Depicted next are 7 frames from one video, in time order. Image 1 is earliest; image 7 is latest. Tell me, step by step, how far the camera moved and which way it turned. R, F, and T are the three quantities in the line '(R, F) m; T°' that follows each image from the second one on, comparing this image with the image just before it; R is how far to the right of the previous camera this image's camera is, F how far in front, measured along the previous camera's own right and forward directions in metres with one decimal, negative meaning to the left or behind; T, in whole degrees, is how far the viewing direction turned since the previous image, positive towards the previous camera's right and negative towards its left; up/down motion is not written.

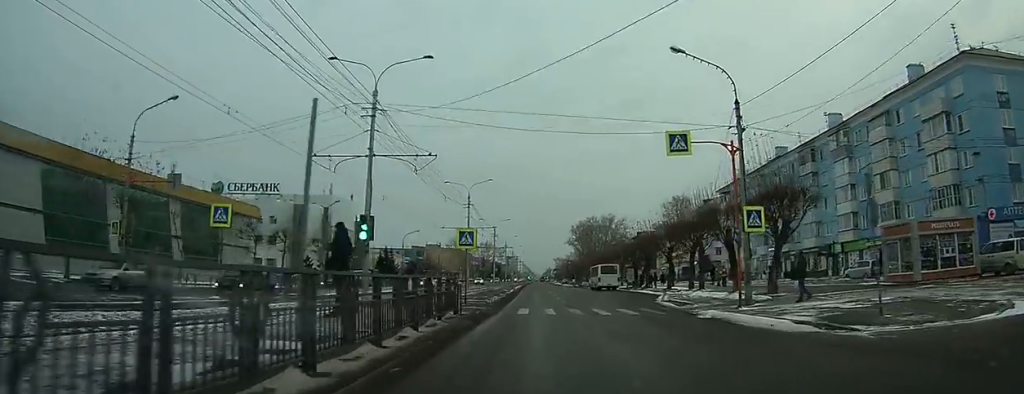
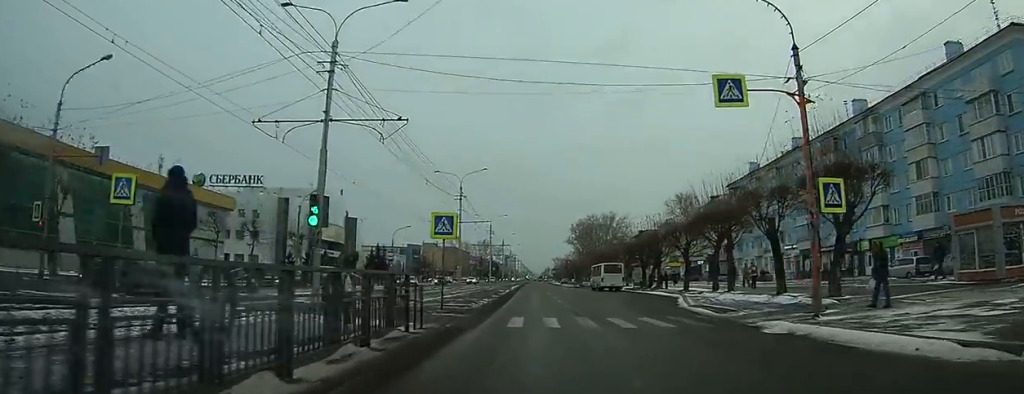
(0.0, +6.2) m; 0°
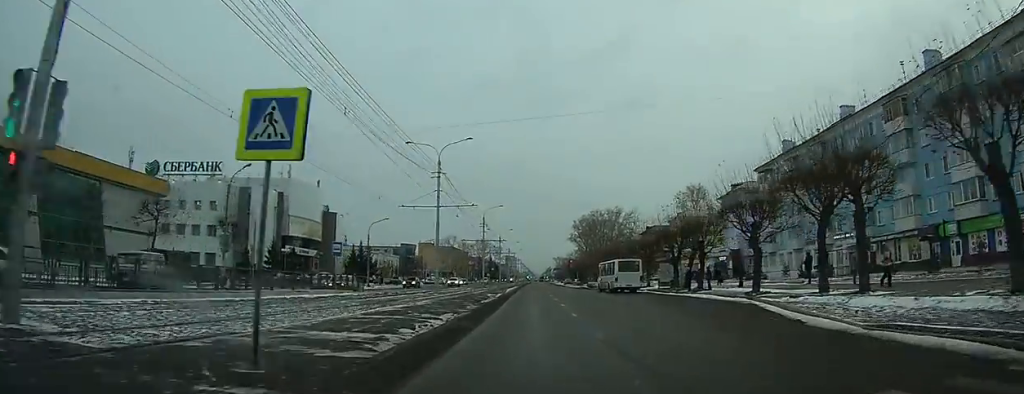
(-0.1, +13.9) m; 0°
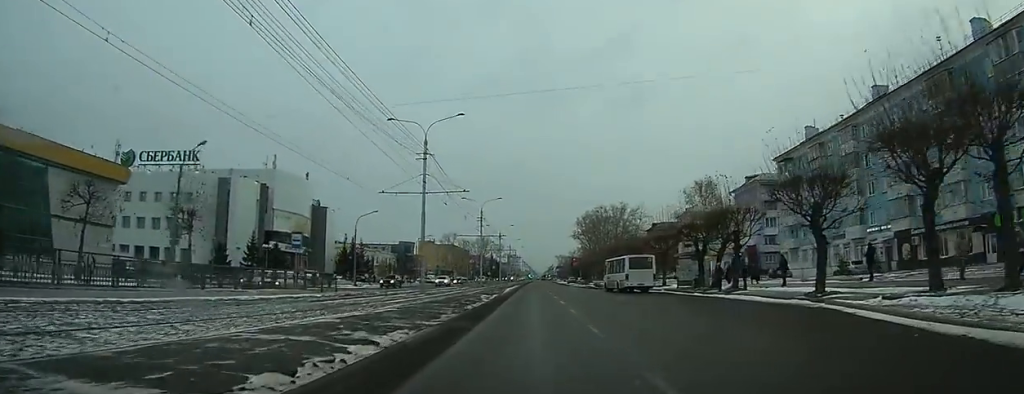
(0.0, +6.8) m; 0°
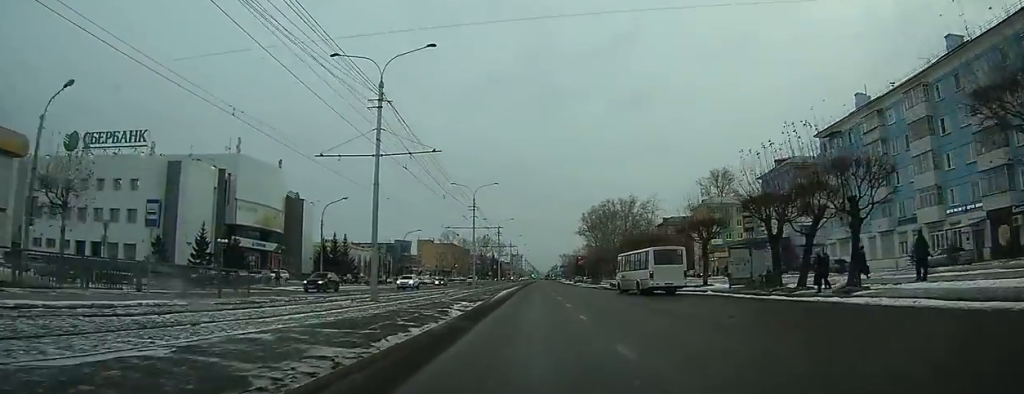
(-0.1, +12.7) m; 0°
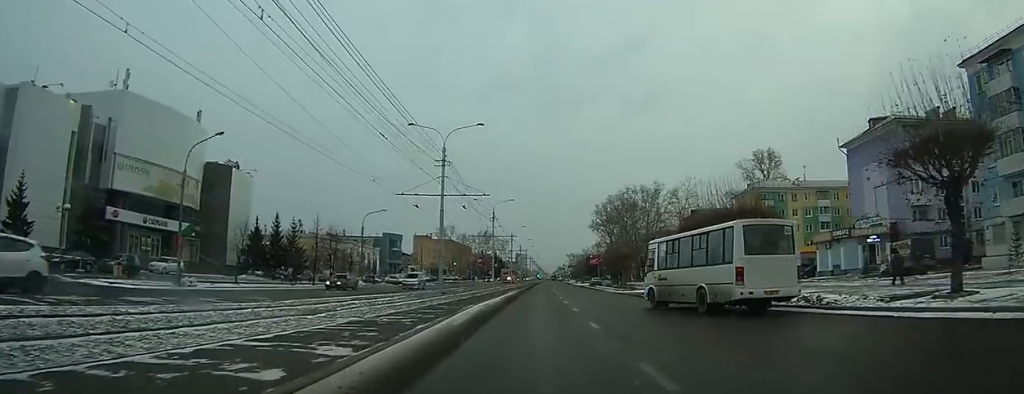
(+0.1, +26.6) m; +1°
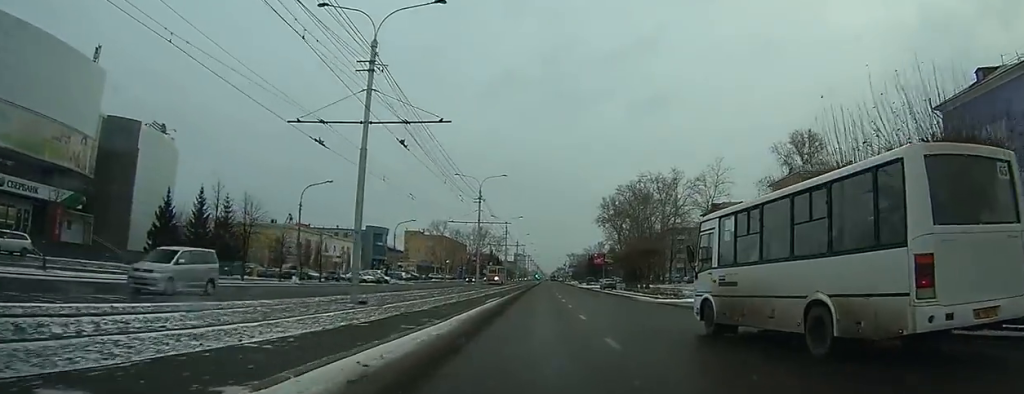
(-0.2, +19.5) m; -2°
